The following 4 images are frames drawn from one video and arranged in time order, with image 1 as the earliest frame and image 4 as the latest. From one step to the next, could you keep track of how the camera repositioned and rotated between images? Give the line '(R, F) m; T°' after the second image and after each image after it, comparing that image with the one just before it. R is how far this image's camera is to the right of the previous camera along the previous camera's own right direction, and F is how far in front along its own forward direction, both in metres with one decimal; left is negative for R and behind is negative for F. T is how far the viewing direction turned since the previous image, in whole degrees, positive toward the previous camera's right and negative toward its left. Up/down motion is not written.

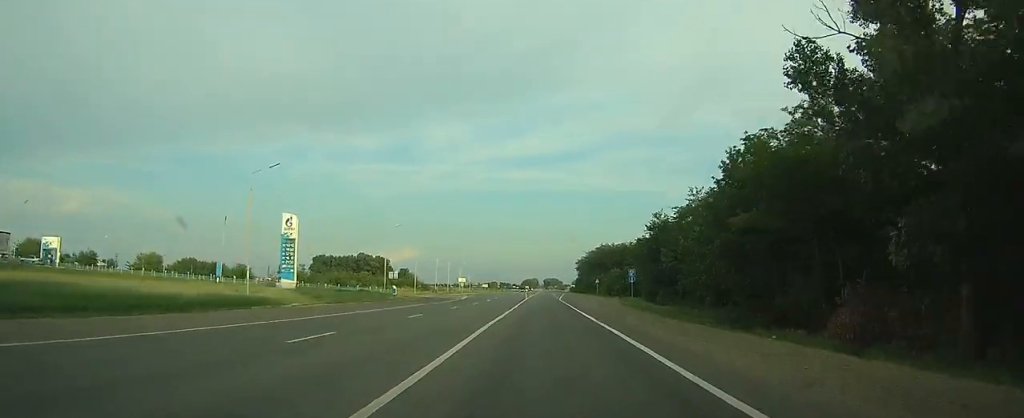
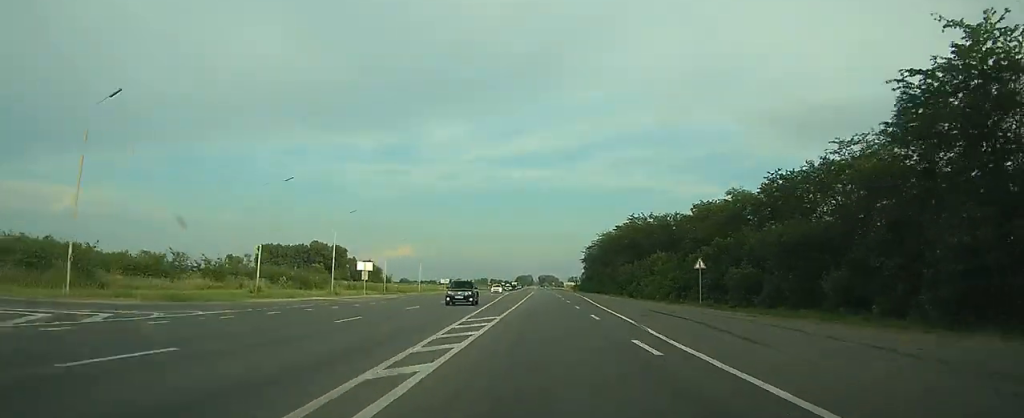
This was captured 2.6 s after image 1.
(-0.2, +74.3) m; 0°
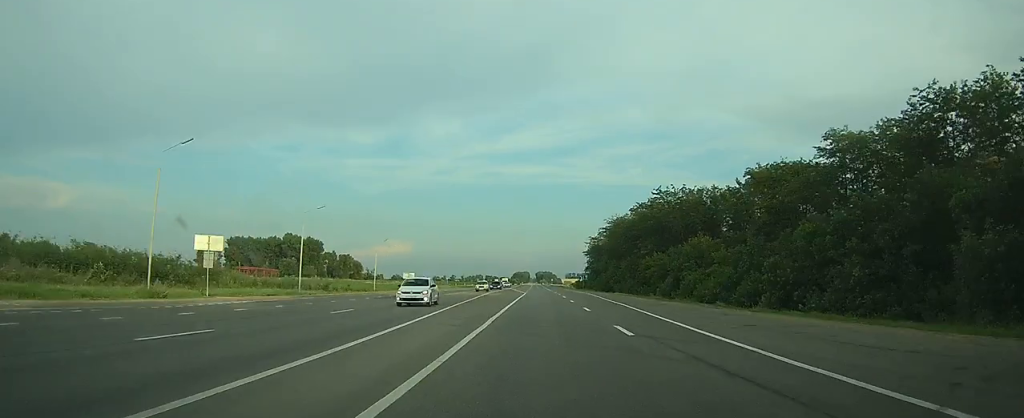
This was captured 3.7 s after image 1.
(0.0, +29.1) m; 0°
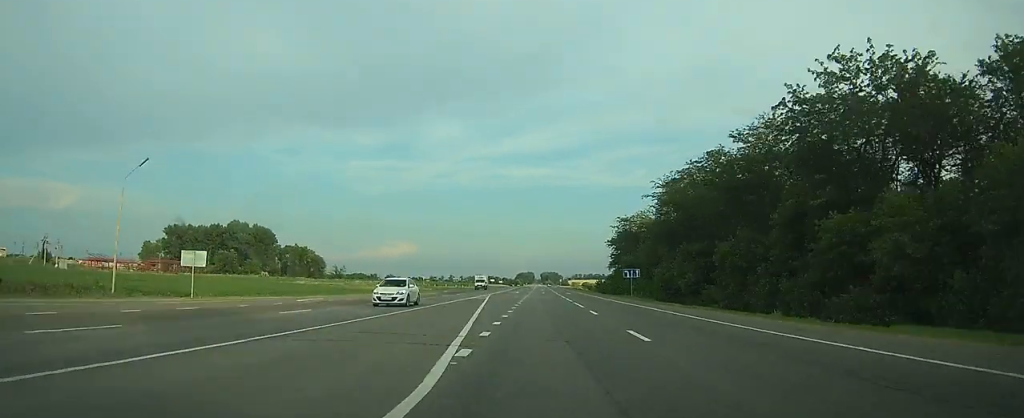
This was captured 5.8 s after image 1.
(+0.2, +57.4) m; 0°
